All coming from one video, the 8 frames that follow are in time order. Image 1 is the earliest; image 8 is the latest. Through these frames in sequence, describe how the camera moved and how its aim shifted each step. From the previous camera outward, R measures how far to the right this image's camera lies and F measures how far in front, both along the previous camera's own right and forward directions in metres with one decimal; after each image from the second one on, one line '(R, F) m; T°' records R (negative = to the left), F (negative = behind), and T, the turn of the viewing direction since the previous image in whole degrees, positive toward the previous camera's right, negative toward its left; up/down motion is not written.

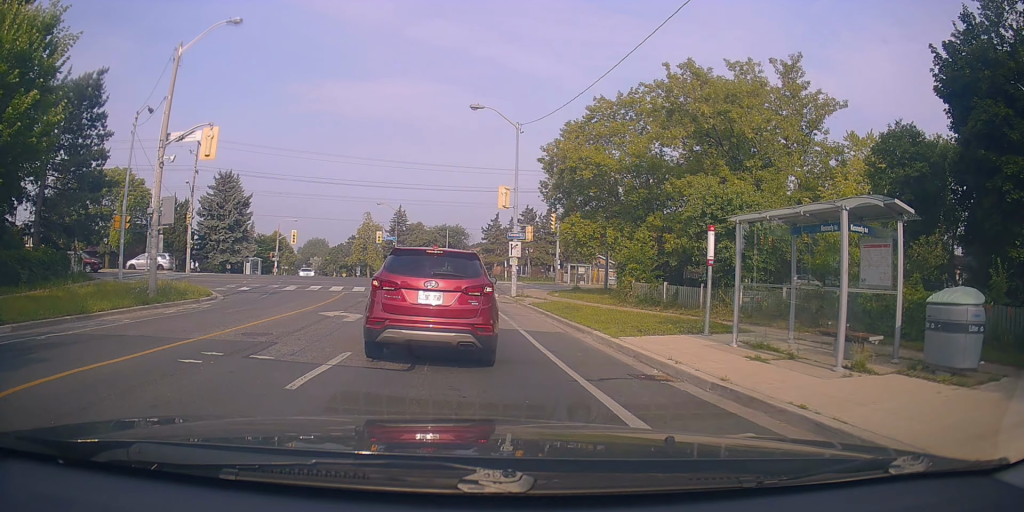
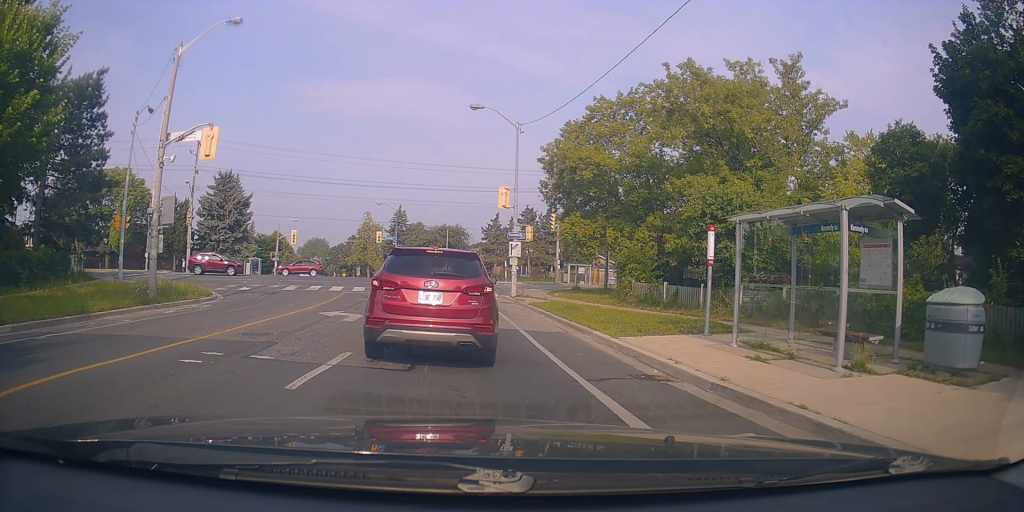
(0.0, 0.0) m; 0°
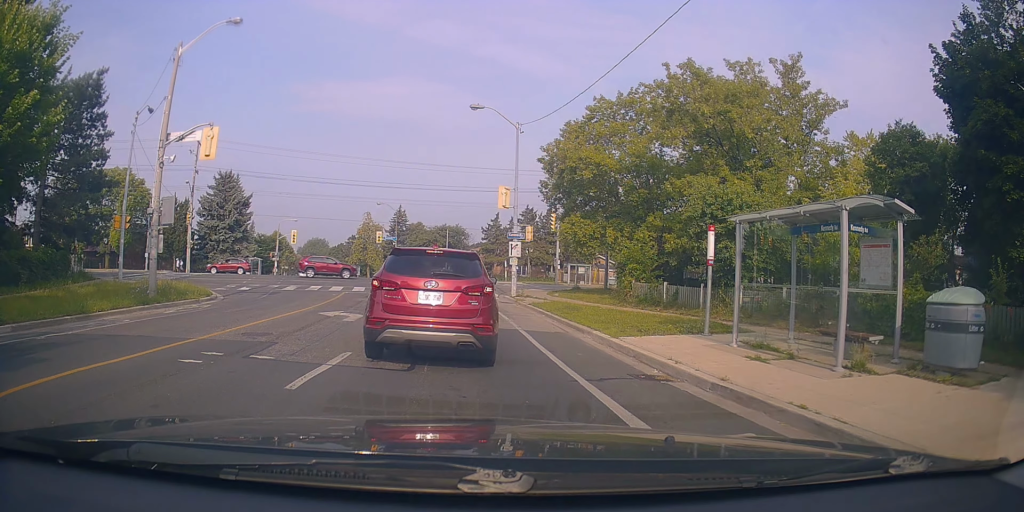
(0.0, 0.0) m; 0°
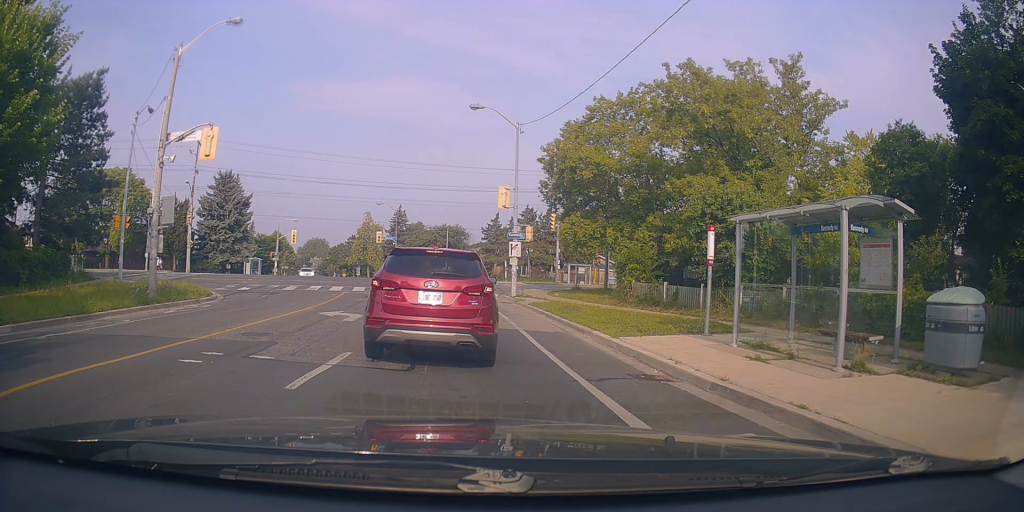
(0.0, 0.0) m; 0°
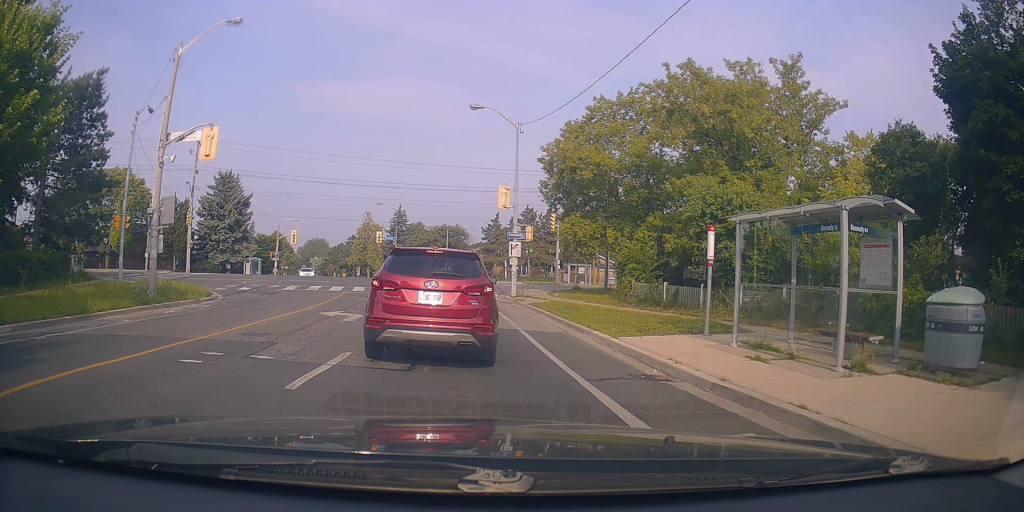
(0.0, 0.0) m; 0°
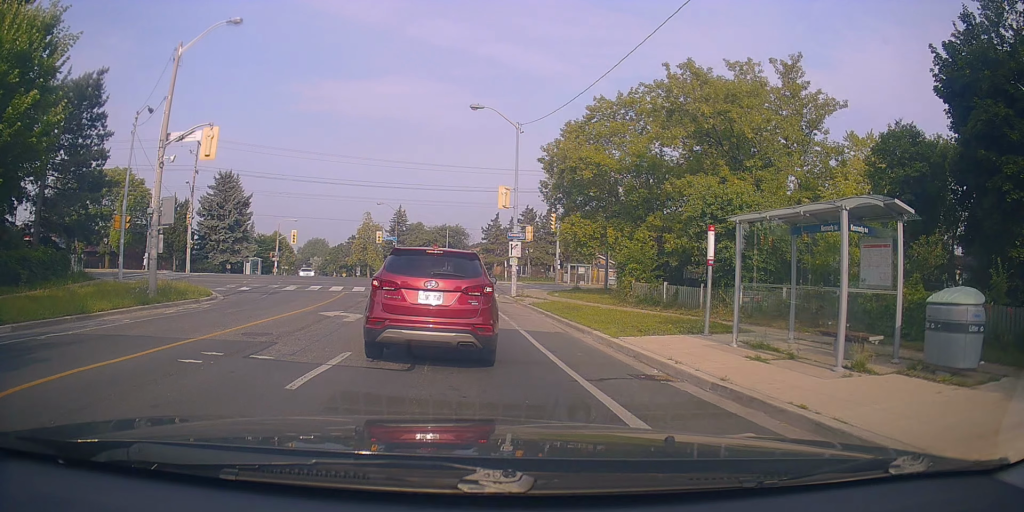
(0.0, 0.0) m; 0°
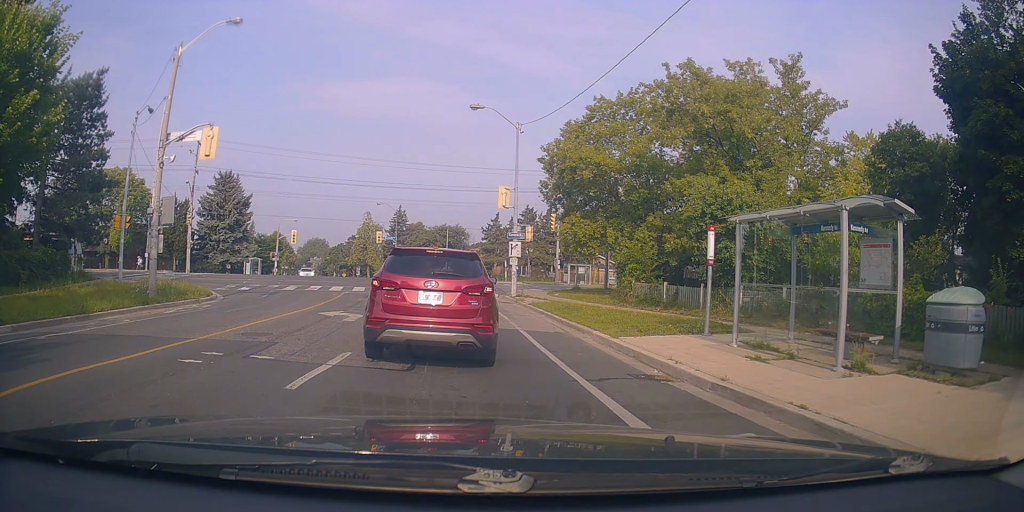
(0.0, 0.0) m; 0°
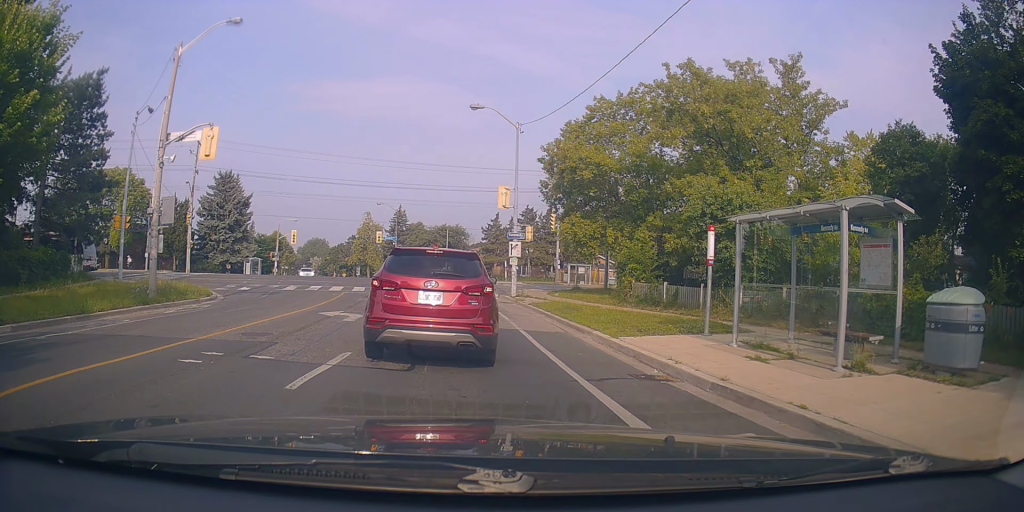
(0.0, 0.0) m; 0°
